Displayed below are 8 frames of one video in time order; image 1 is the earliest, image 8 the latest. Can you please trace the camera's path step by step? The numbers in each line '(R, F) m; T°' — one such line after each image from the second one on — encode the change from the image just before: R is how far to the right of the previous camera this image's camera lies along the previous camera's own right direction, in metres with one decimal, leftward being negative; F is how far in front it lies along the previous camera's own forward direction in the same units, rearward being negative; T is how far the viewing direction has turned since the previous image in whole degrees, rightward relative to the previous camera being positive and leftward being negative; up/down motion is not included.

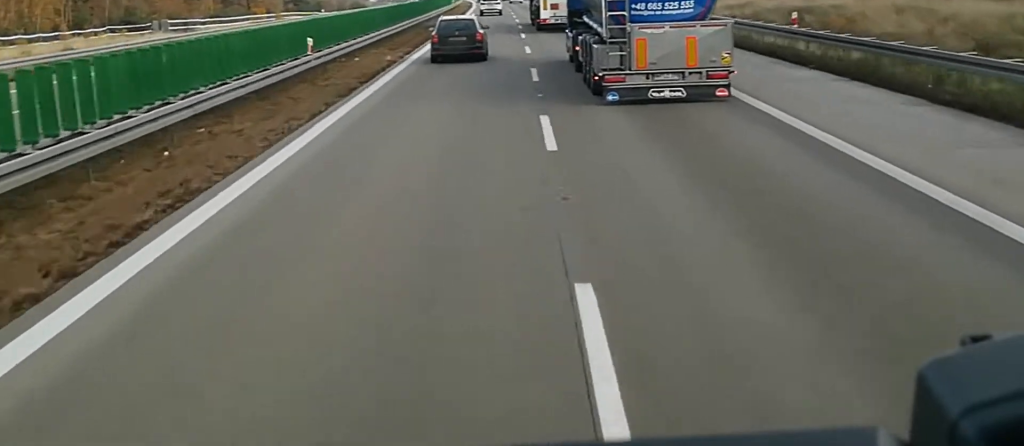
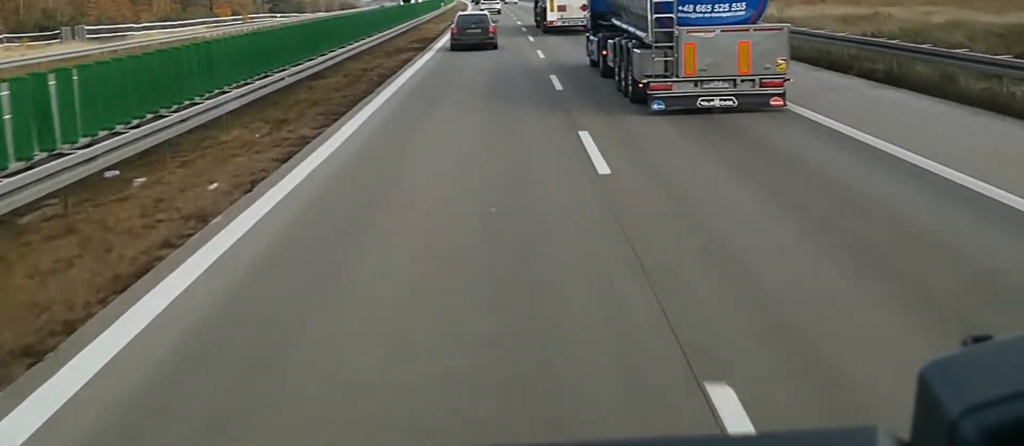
(-0.3, +27.0) m; 0°
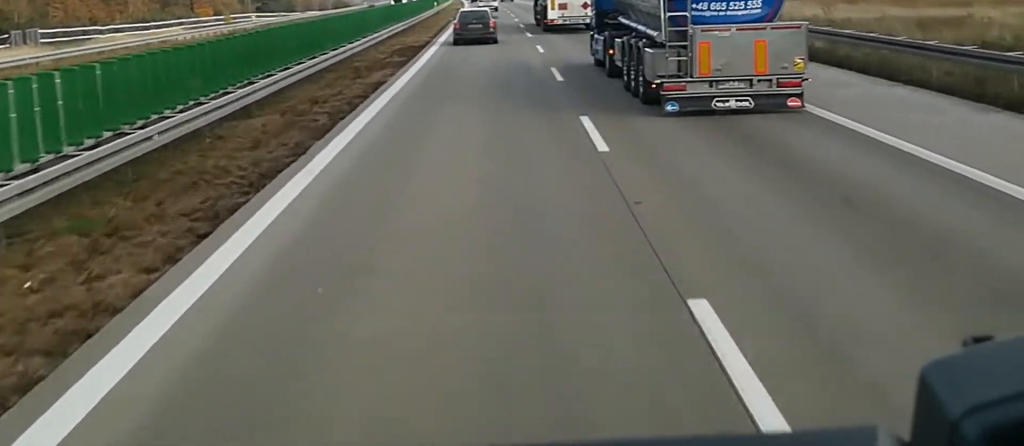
(+0.1, +10.0) m; 0°
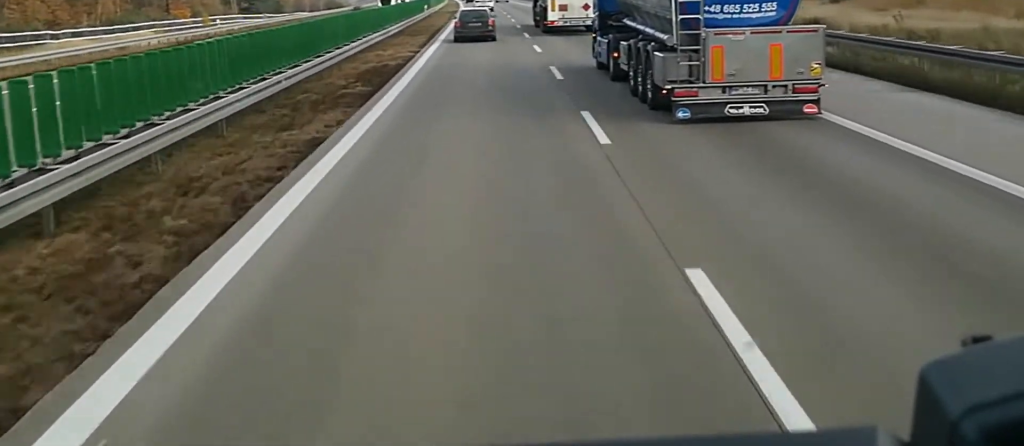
(+0.1, +10.8) m; 0°
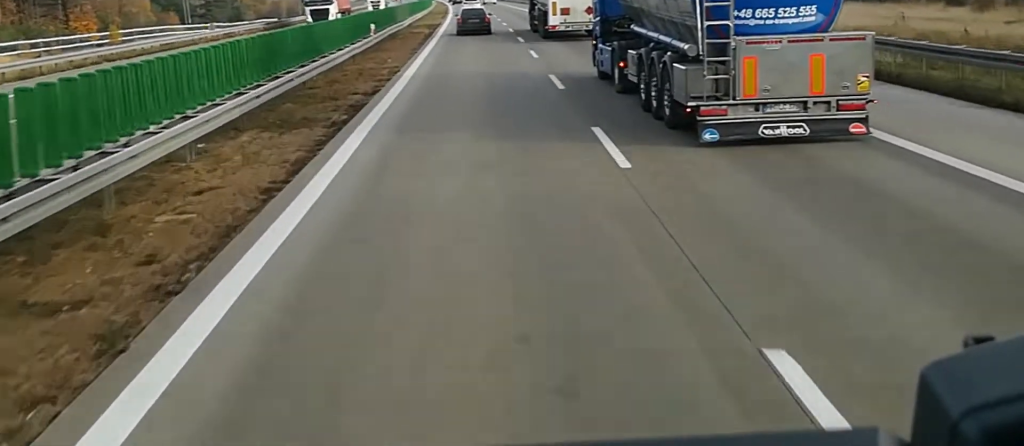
(+0.1, +37.6) m; 0°
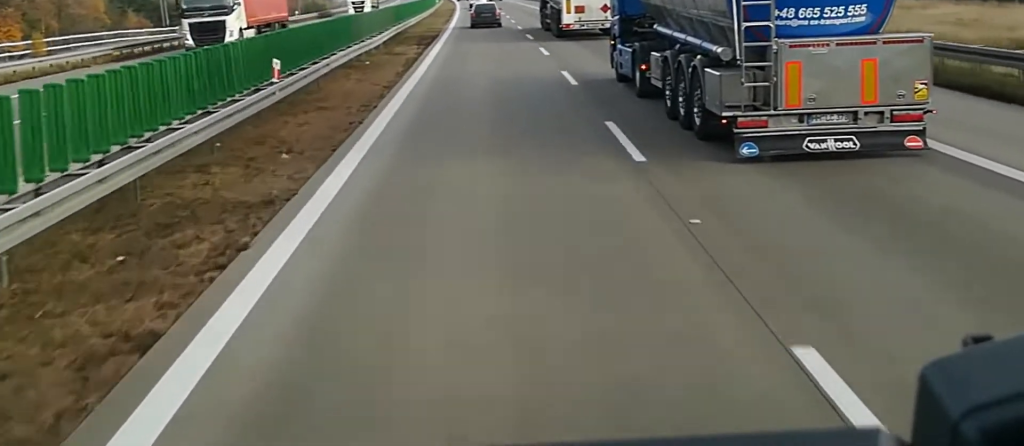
(-0.2, +23.6) m; -1°
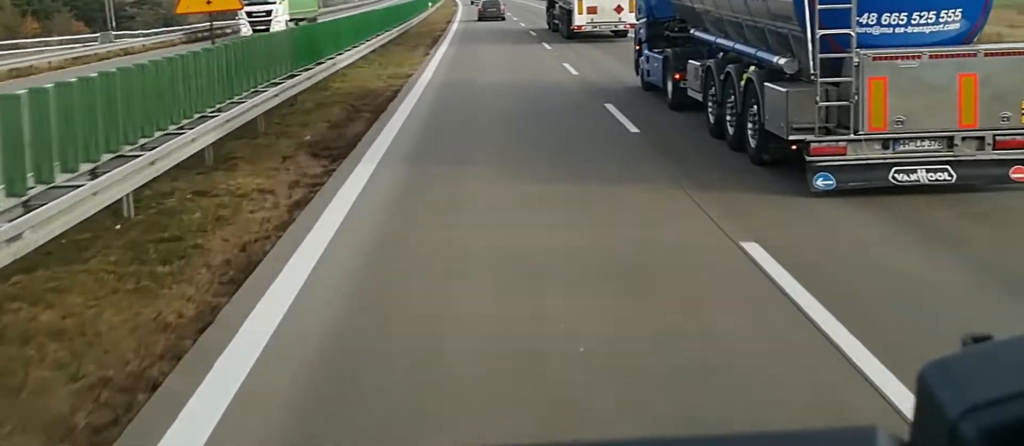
(-0.2, +32.8) m; -1°
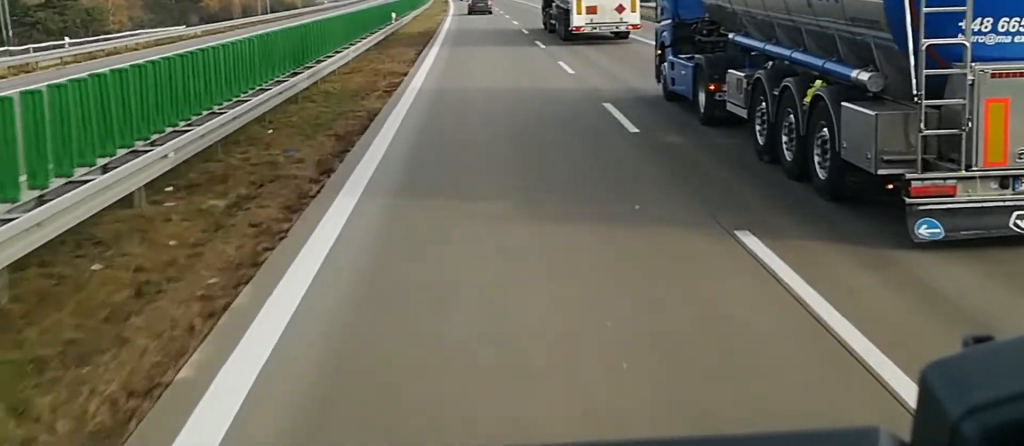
(-0.2, +35.3) m; +1°
